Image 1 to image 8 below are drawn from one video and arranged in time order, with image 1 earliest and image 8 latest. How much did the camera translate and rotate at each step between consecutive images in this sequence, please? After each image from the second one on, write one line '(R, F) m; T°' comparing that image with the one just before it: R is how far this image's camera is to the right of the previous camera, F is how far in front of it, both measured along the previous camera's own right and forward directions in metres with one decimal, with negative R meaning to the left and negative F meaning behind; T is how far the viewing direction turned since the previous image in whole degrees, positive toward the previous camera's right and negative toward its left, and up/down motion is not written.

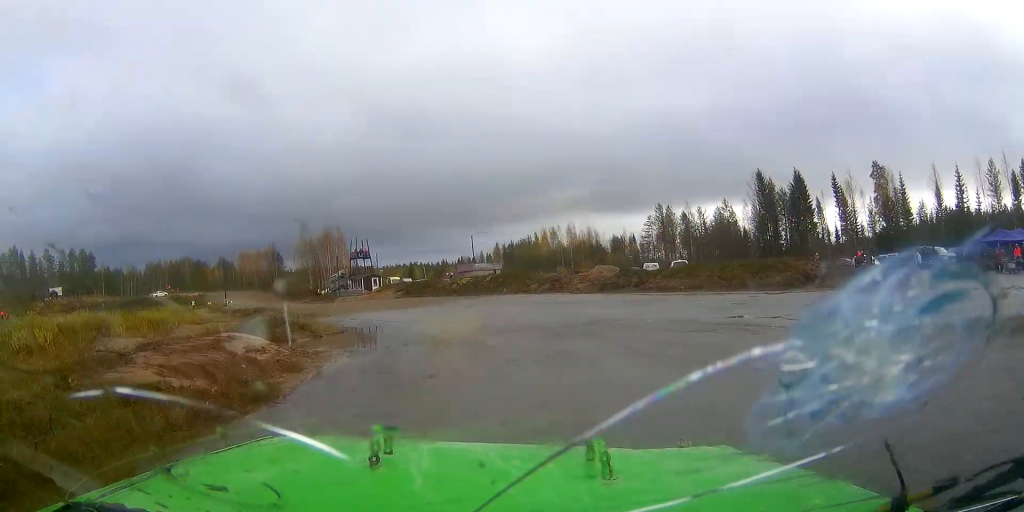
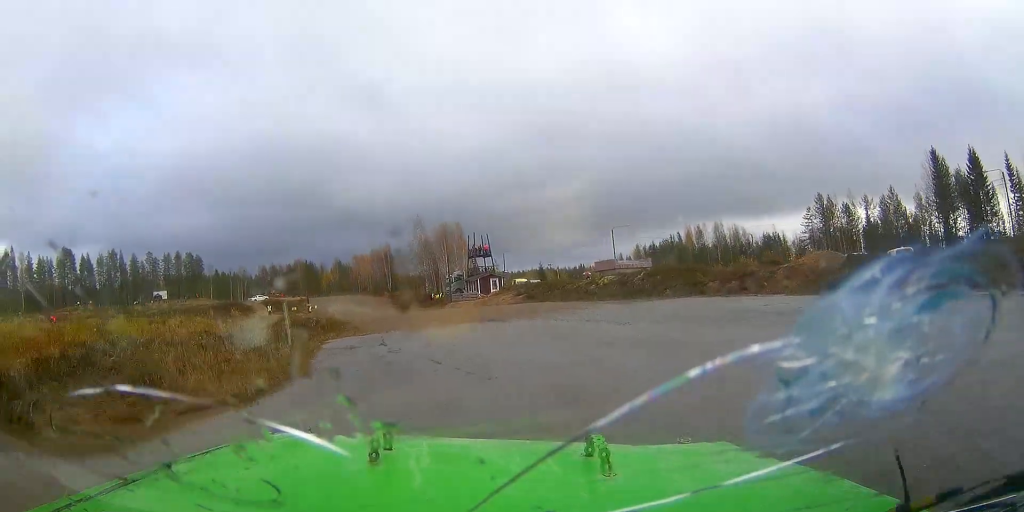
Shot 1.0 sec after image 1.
(-3.7, +16.3) m; -19°
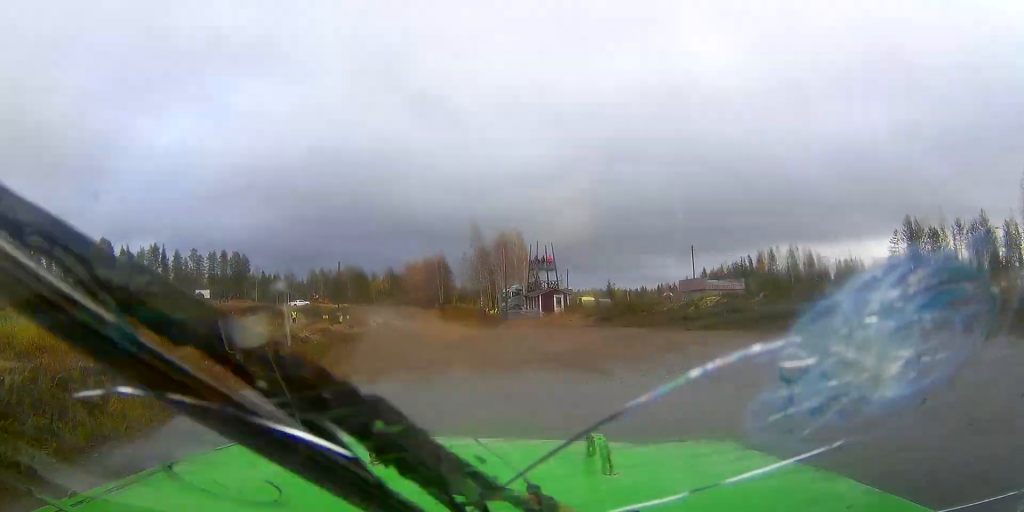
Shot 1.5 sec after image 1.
(-0.8, +10.5) m; -5°
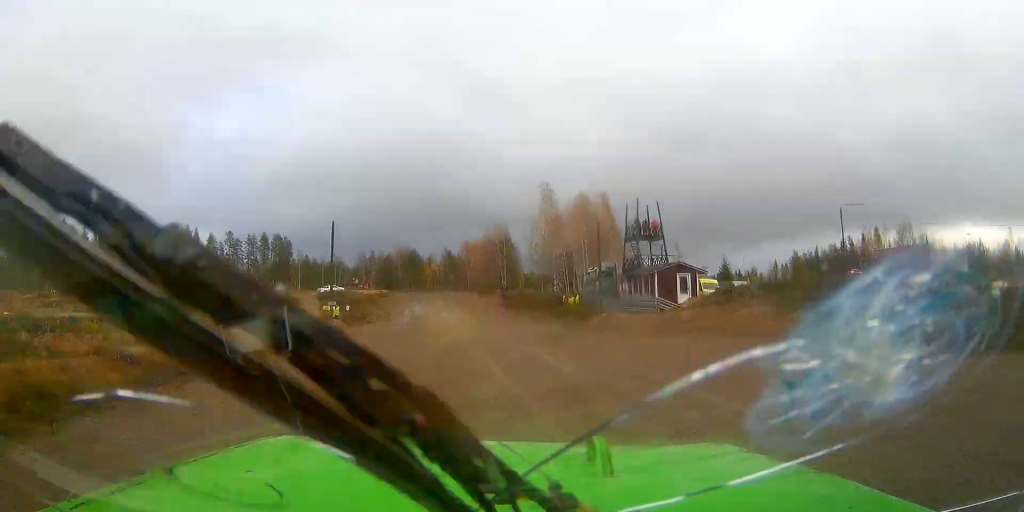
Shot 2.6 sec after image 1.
(-1.7, +22.1) m; -6°
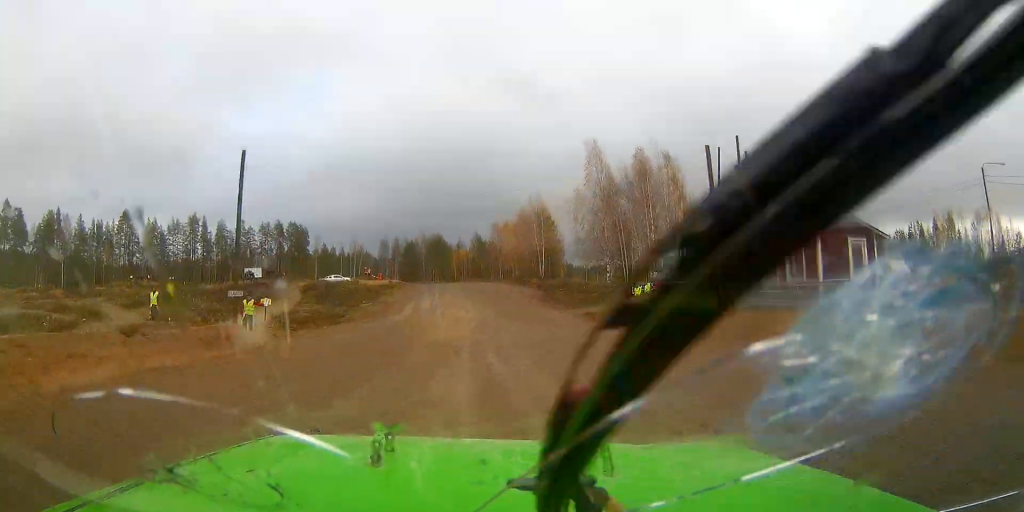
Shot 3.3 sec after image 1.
(-0.4, +17.2) m; -3°
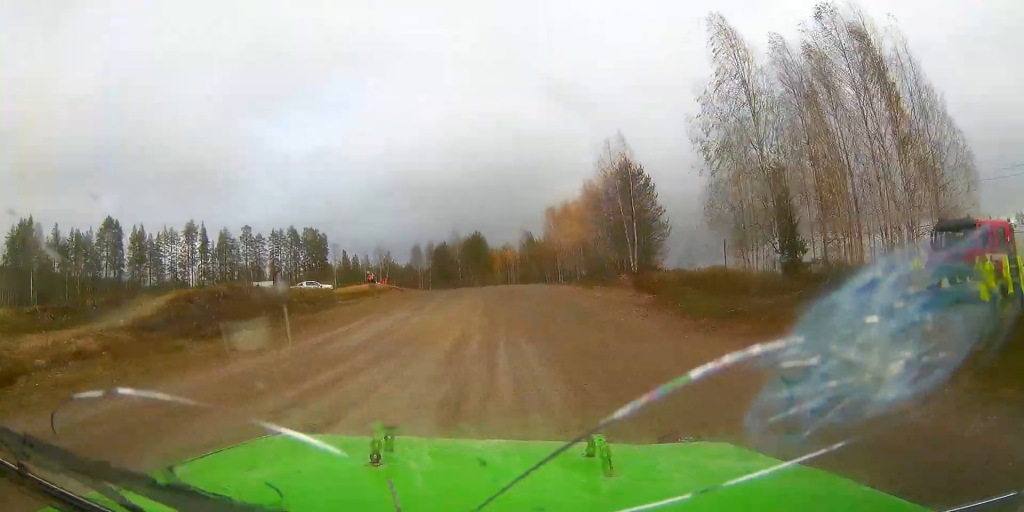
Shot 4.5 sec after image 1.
(-1.0, +30.4) m; -5°
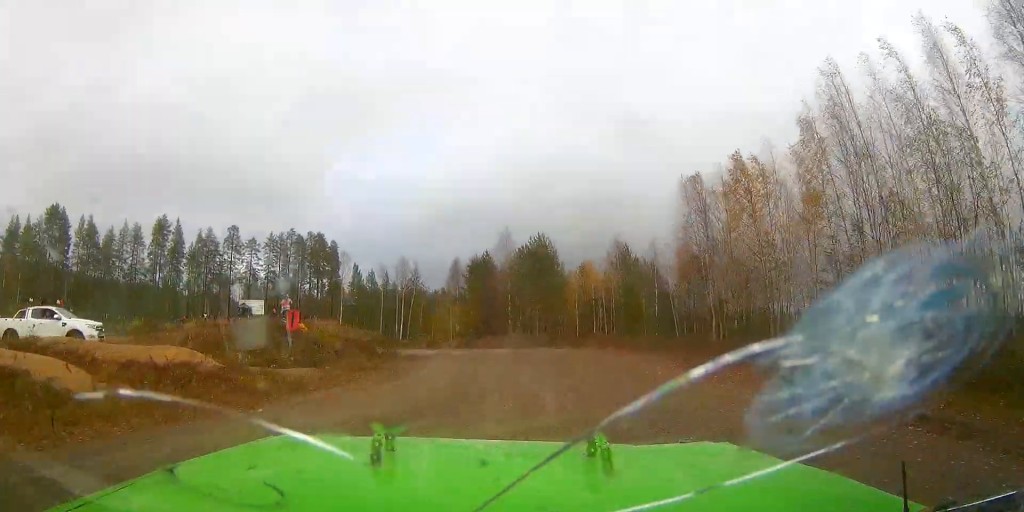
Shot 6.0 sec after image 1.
(-2.3, +39.9) m; -7°
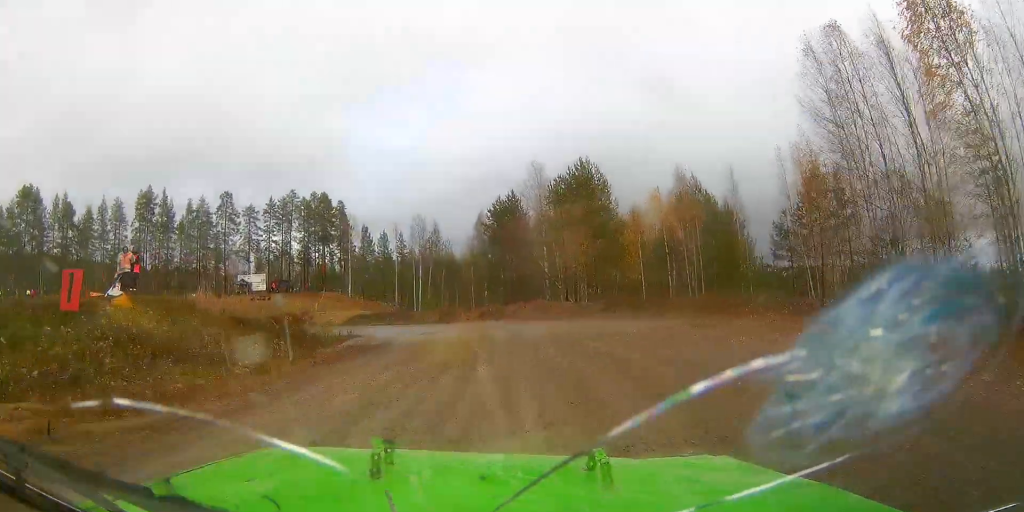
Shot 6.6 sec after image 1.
(-0.7, +14.4) m; -3°
